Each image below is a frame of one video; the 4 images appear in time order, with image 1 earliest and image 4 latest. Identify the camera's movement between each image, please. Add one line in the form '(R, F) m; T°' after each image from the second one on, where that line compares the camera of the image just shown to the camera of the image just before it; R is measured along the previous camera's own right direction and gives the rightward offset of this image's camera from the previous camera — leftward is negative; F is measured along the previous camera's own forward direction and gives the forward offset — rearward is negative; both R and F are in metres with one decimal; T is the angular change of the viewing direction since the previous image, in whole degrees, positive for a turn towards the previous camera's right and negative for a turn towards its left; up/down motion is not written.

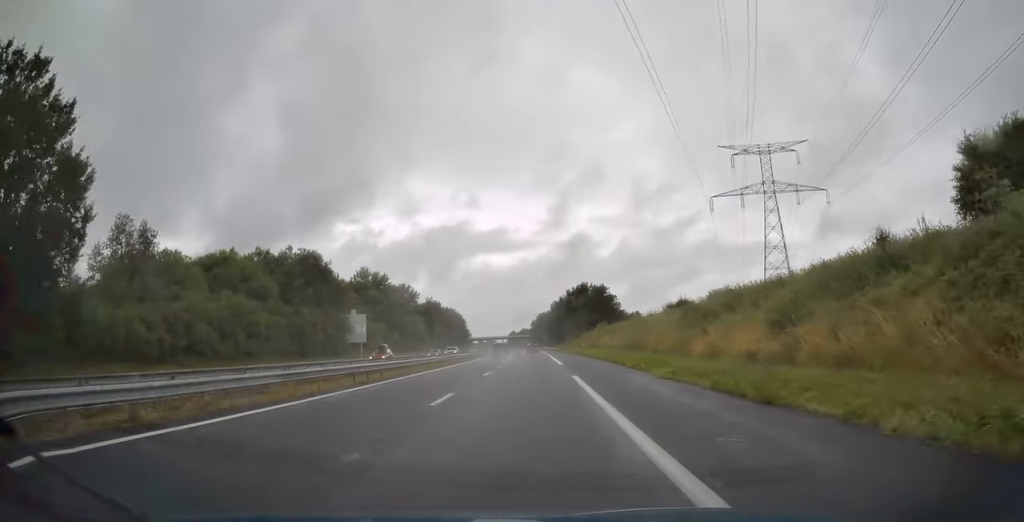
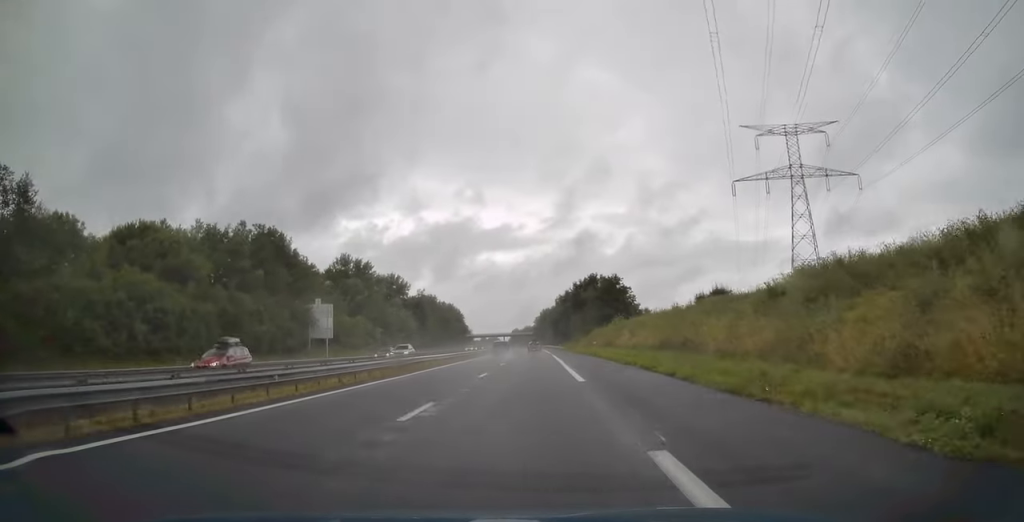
(0.0, +16.1) m; 0°
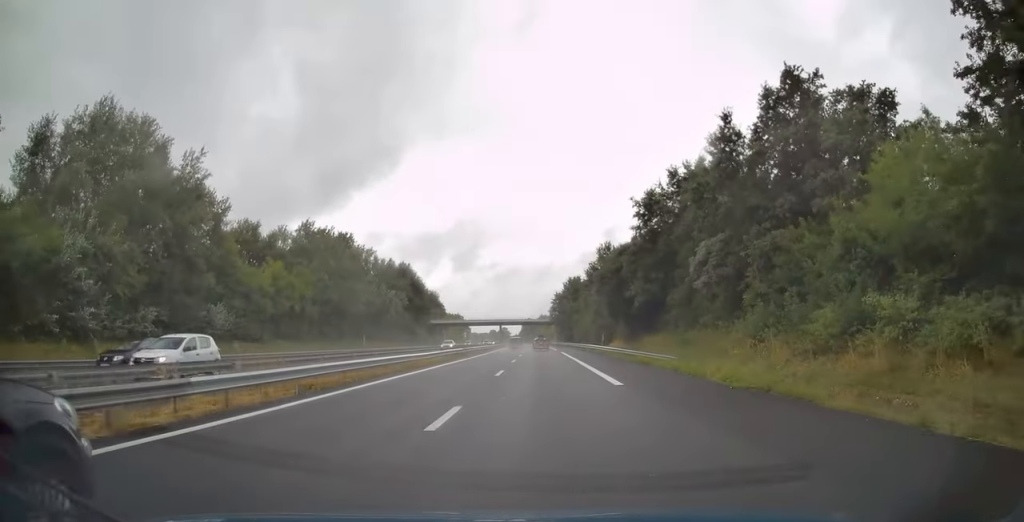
(-1.8, +105.8) m; -2°
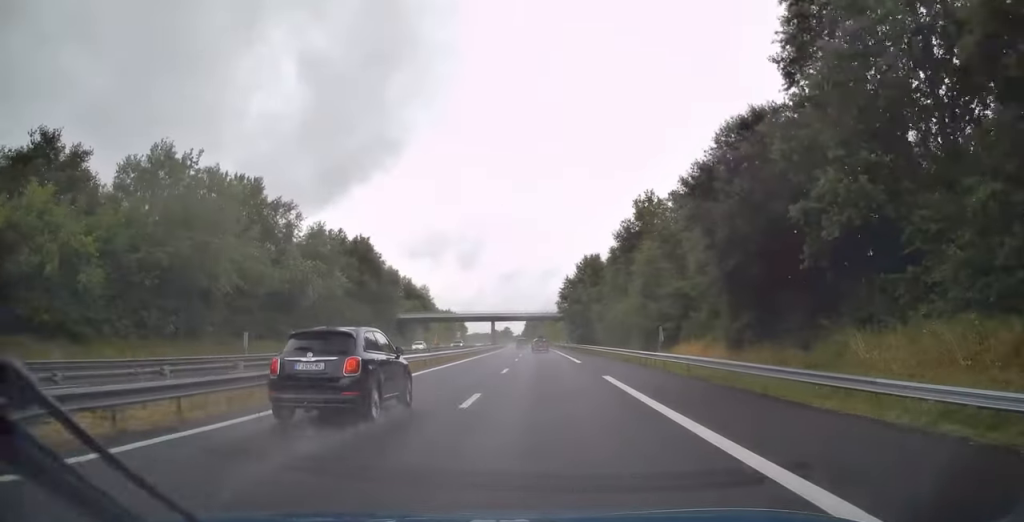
(0.0, +36.5) m; 0°
